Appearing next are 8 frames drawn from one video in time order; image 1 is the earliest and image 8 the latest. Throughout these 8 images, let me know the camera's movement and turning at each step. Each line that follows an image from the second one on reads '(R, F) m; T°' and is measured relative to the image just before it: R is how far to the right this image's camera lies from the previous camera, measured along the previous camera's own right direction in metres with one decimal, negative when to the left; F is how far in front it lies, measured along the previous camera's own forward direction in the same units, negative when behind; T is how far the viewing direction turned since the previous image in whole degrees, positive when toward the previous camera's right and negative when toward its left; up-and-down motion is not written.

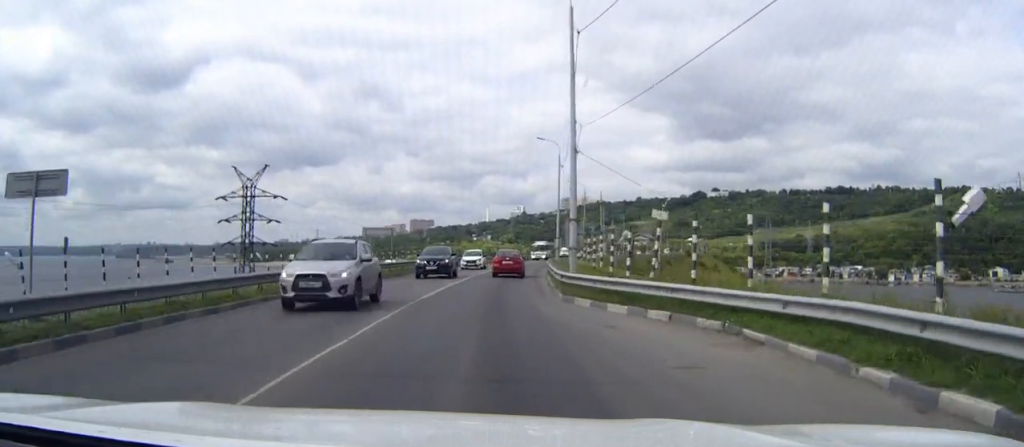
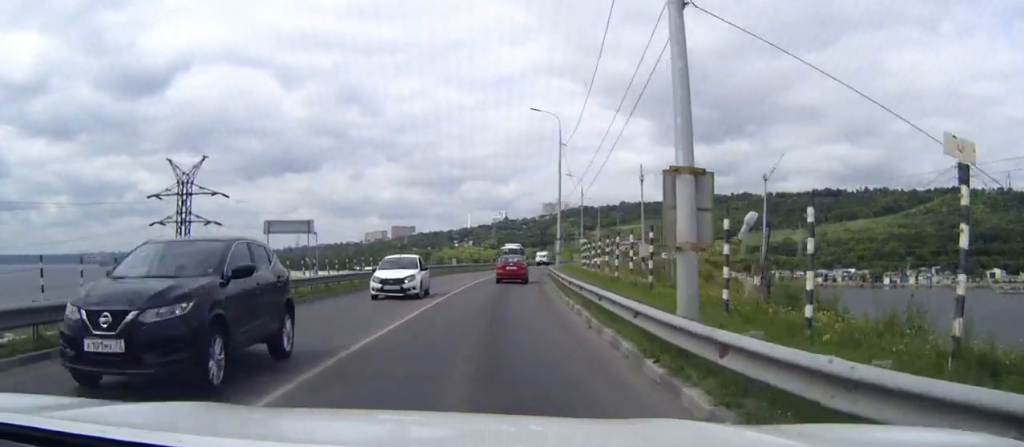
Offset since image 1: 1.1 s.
(+0.2, +17.0) m; +1°
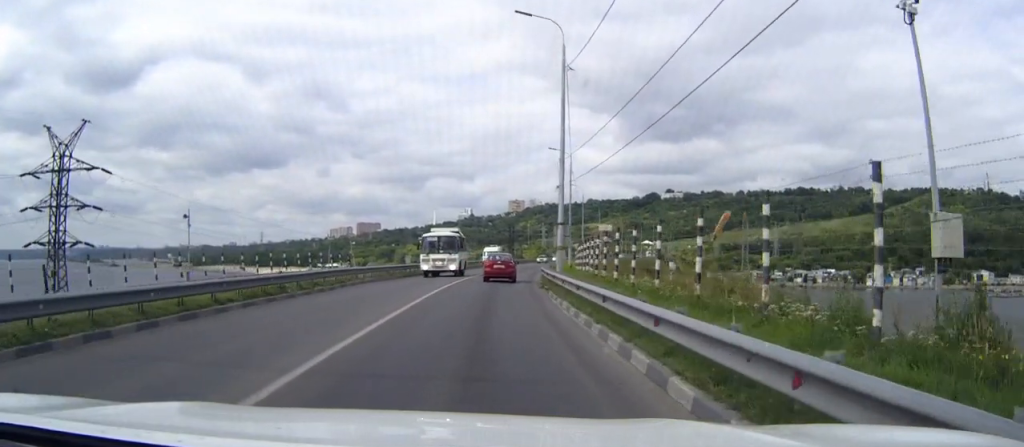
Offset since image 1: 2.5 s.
(+0.4, +21.8) m; +2°
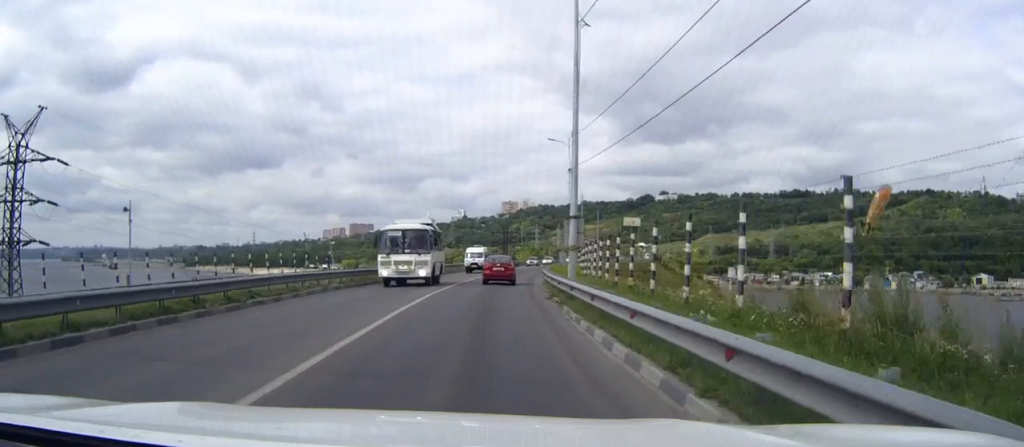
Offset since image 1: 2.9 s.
(0.0, +6.8) m; +1°
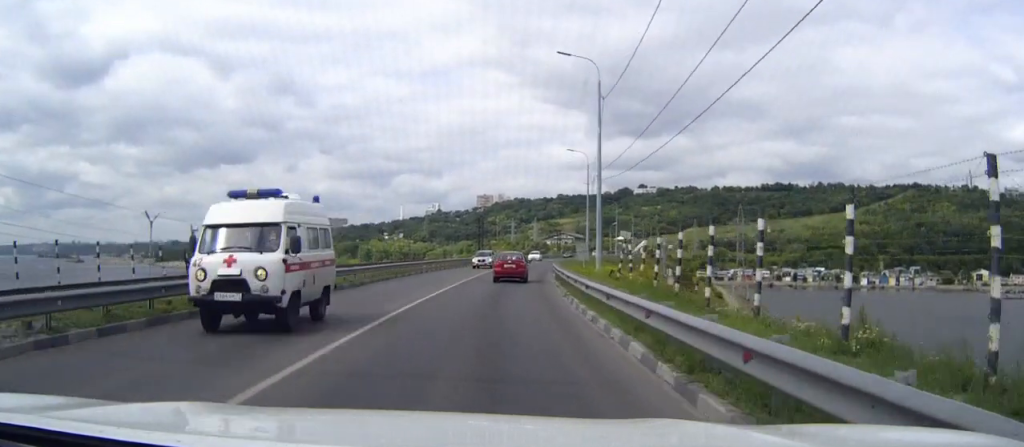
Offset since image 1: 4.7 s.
(+0.4, +28.2) m; +2°
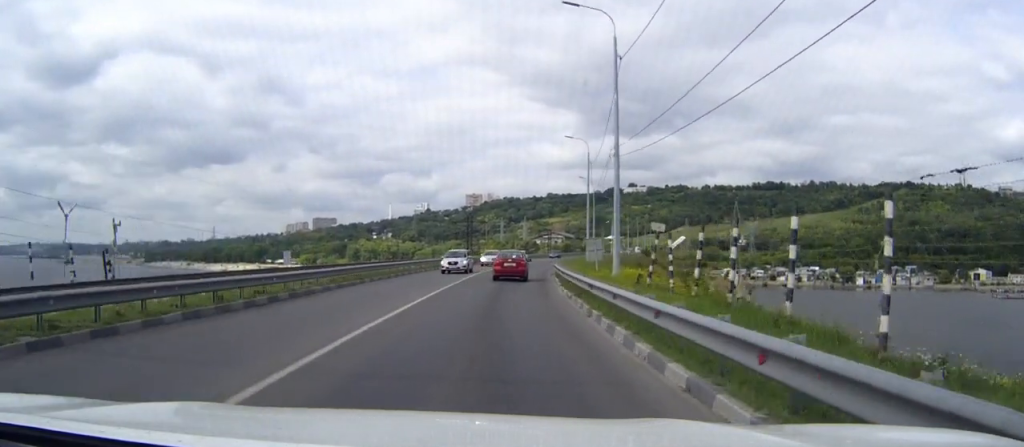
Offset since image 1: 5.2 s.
(0.0, +8.2) m; +1°
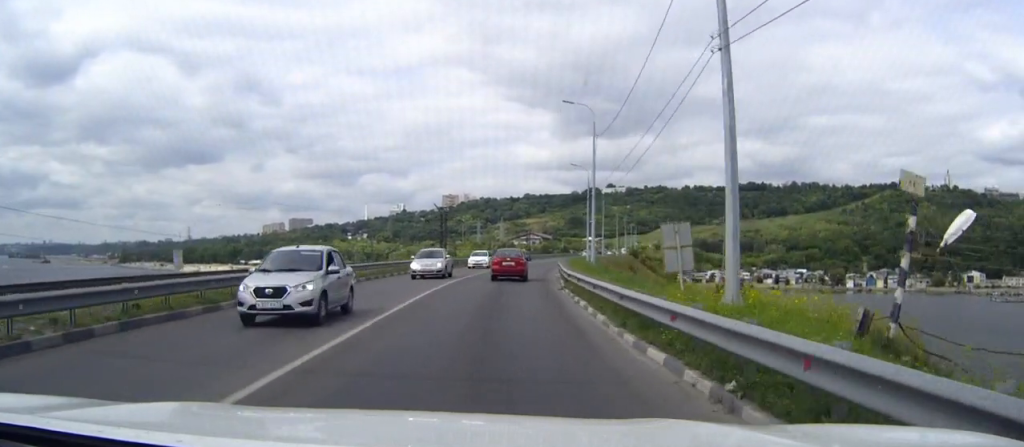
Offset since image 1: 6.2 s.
(+0.3, +16.6) m; +2°
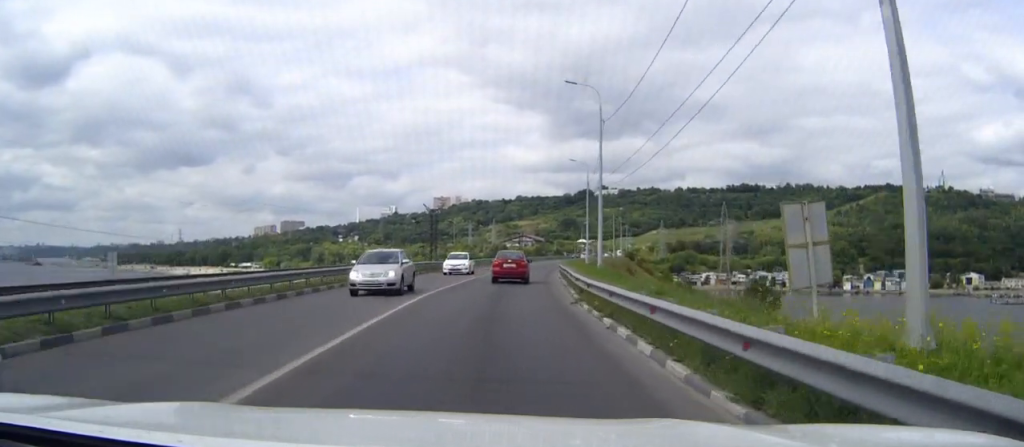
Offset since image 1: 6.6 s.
(+0.1, +6.7) m; +1°
